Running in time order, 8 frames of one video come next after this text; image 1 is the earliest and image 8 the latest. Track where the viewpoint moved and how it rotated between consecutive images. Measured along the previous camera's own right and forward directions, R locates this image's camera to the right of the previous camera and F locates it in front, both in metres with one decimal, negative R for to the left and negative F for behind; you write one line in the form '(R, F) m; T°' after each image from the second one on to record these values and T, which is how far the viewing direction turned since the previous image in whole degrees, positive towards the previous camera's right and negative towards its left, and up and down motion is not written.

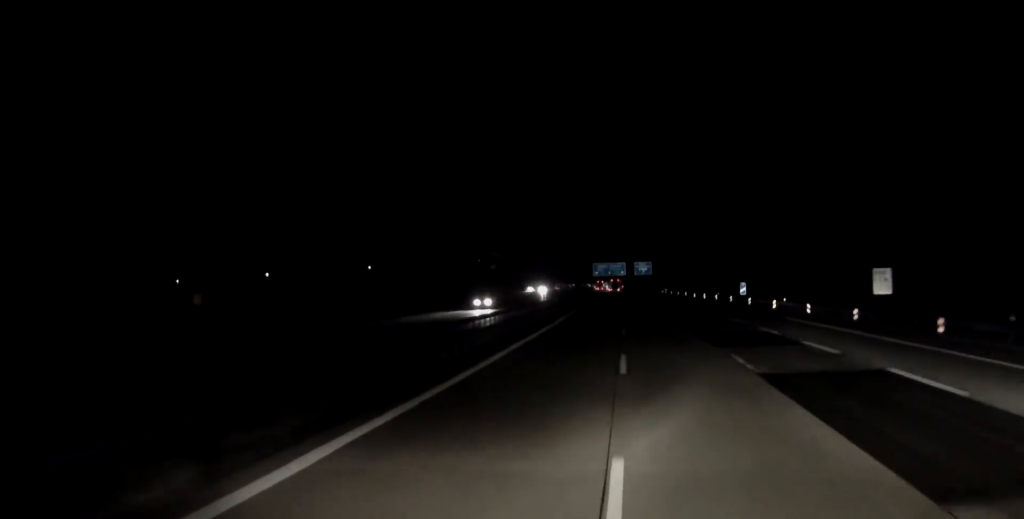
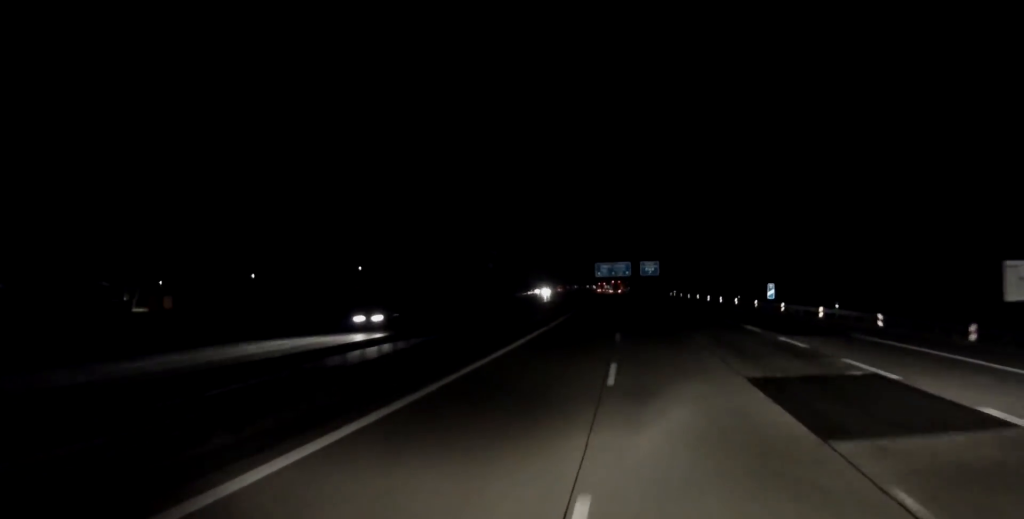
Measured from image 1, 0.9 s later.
(0.0, +19.8) m; -1°
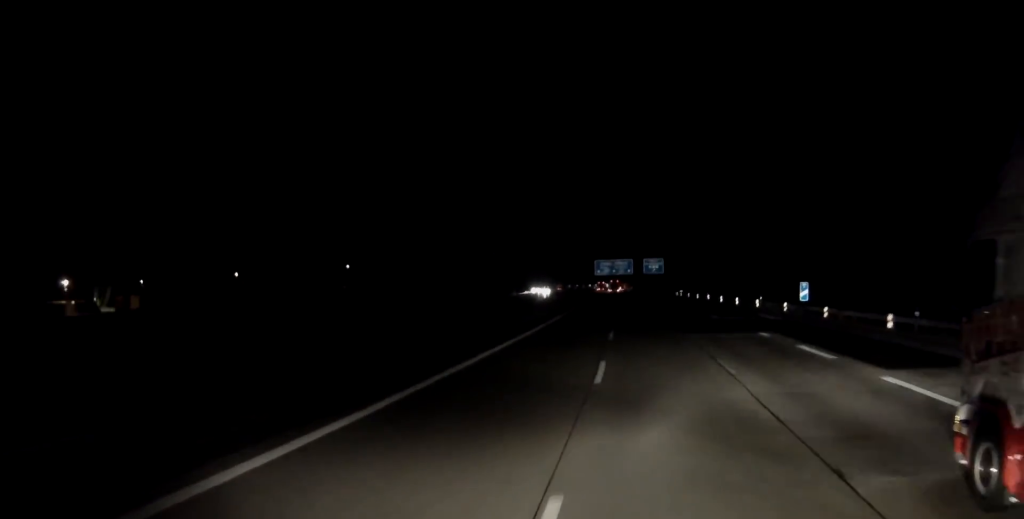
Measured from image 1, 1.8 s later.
(-0.5, +17.5) m; 0°
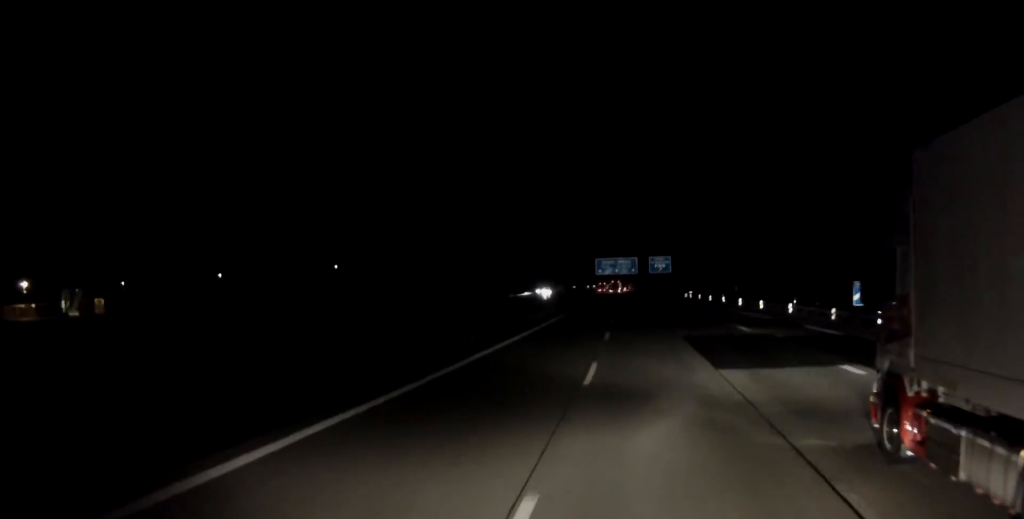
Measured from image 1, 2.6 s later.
(+0.3, +17.0) m; +1°
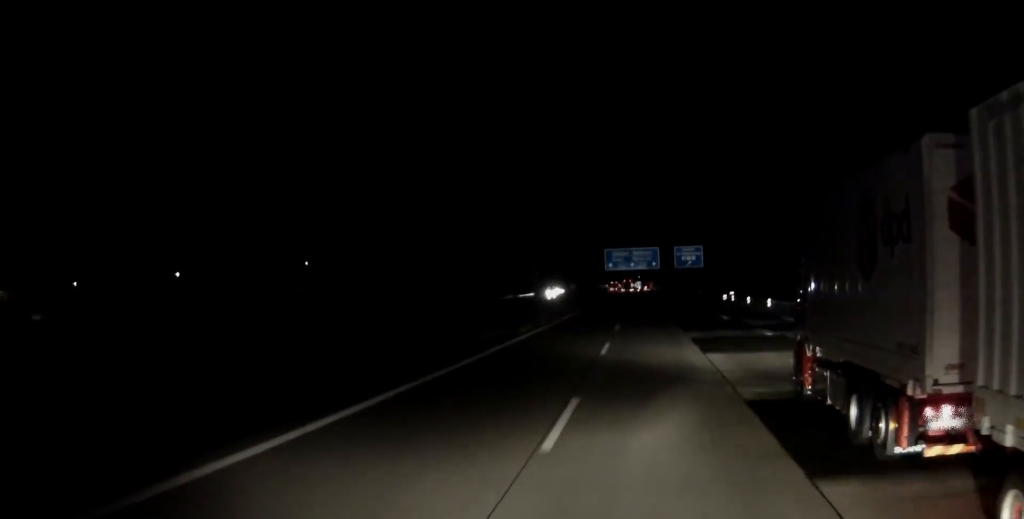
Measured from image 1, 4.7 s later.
(-0.3, +39.0) m; -1°
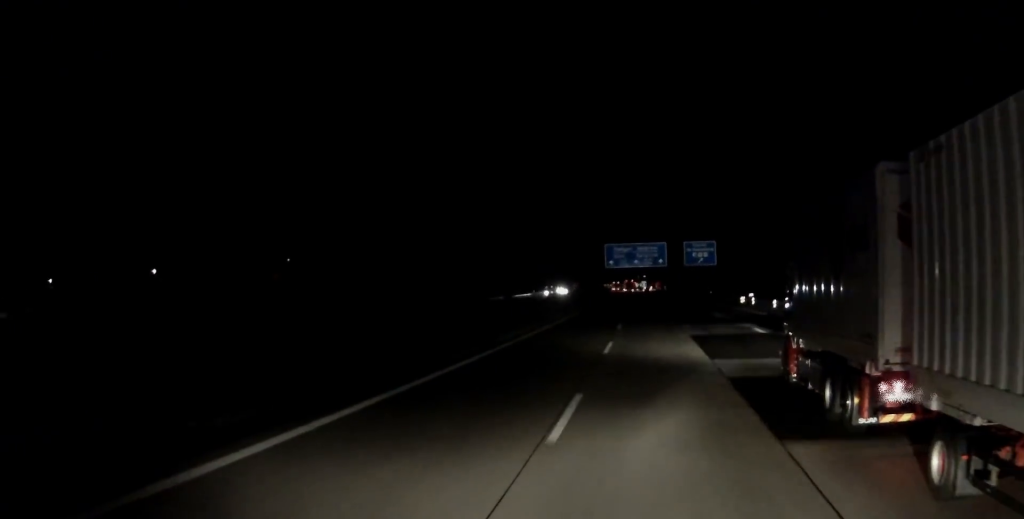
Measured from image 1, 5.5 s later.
(0.0, +14.7) m; 0°
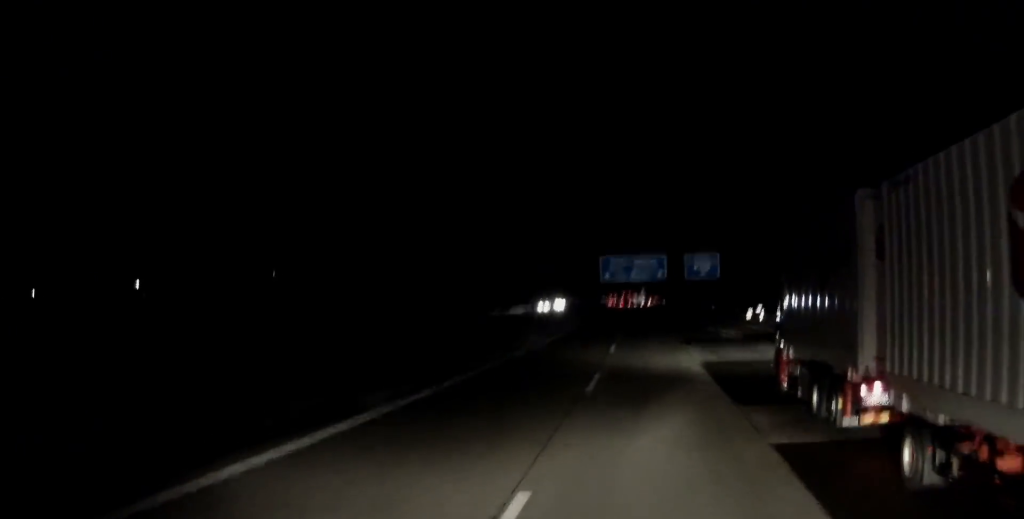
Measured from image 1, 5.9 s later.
(0.0, +7.4) m; 0°
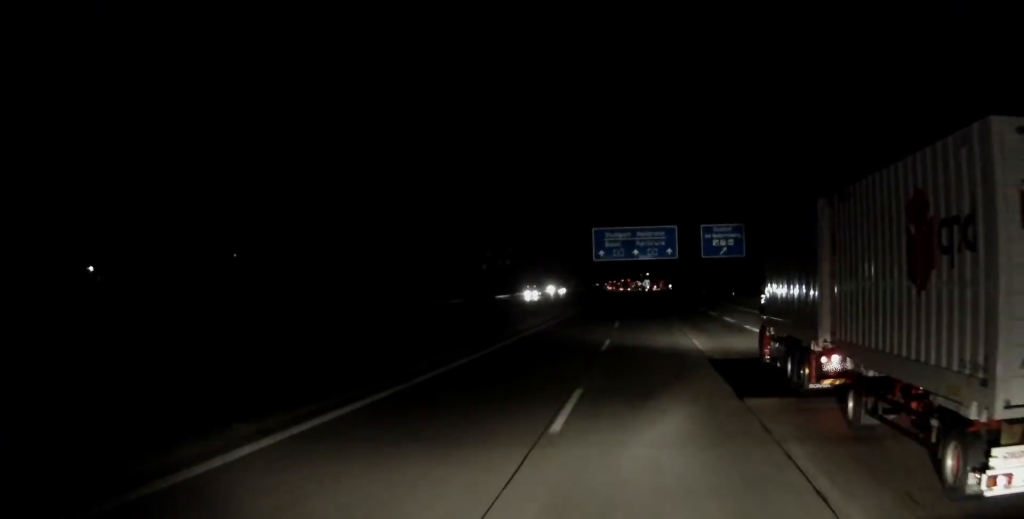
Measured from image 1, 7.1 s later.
(-0.2, +26.1) m; -1°
